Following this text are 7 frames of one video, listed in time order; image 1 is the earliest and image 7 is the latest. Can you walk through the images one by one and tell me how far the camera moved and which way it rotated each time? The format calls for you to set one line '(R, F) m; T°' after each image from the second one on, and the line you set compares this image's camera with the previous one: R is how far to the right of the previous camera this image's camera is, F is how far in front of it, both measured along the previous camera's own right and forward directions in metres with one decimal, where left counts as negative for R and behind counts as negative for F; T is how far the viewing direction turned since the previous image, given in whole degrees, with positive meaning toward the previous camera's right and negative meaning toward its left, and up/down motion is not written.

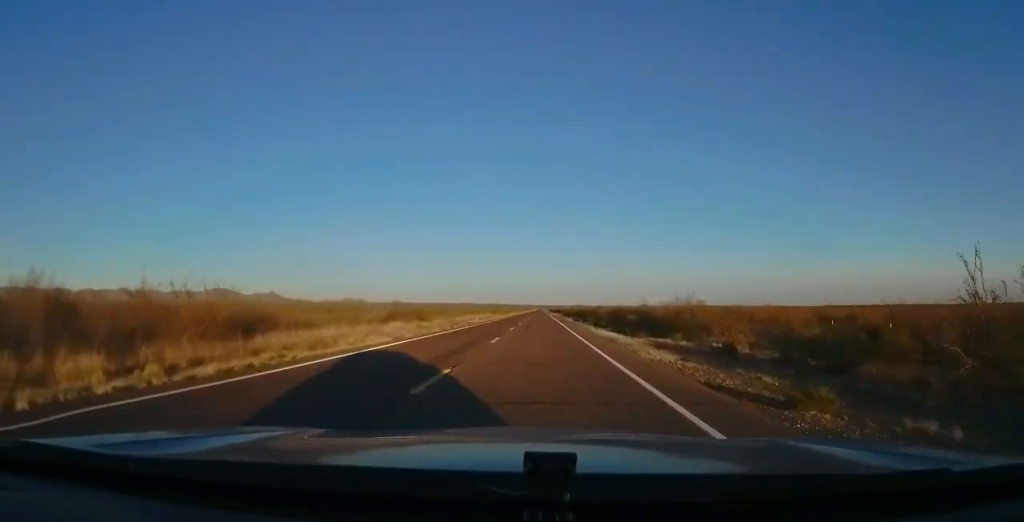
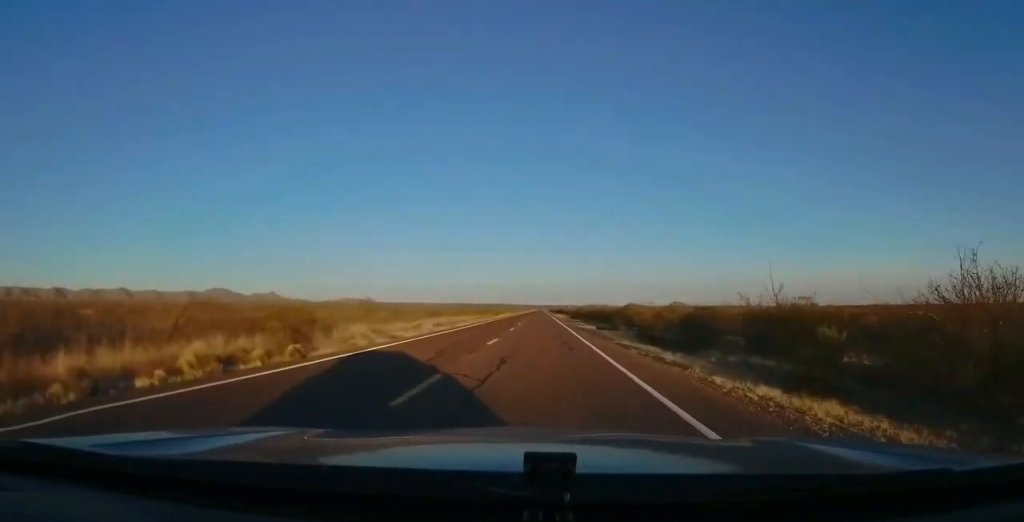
(+0.2, +25.6) m; 0°
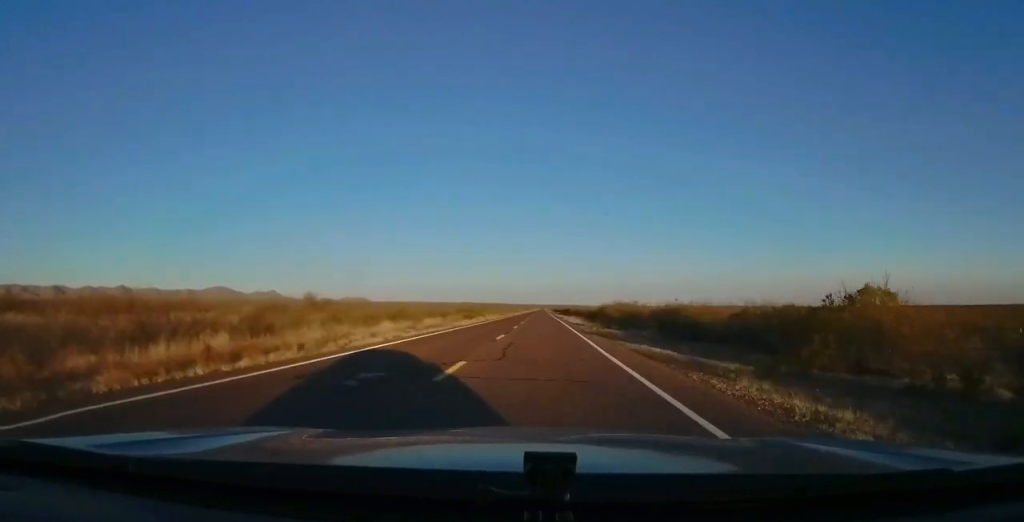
(-0.4, +34.6) m; -1°
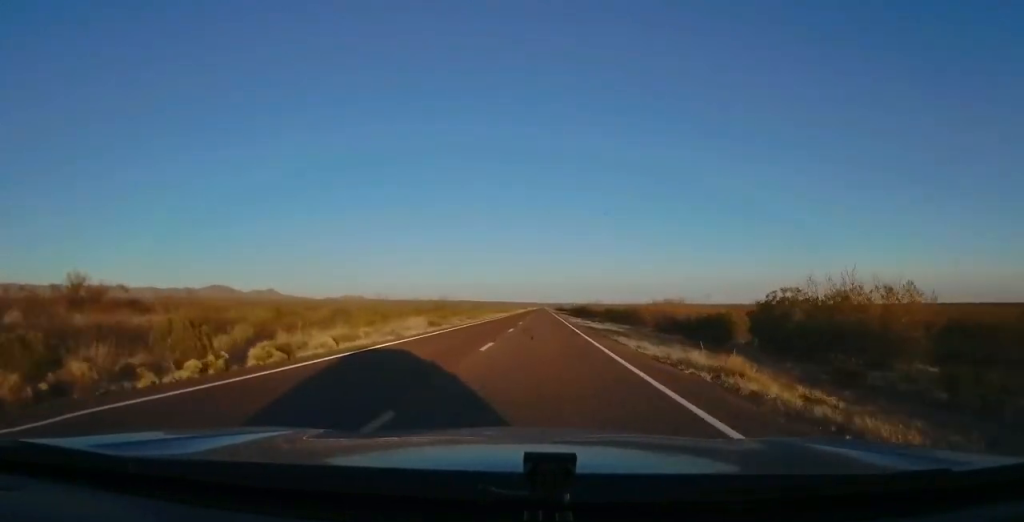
(+0.1, +55.1) m; 0°
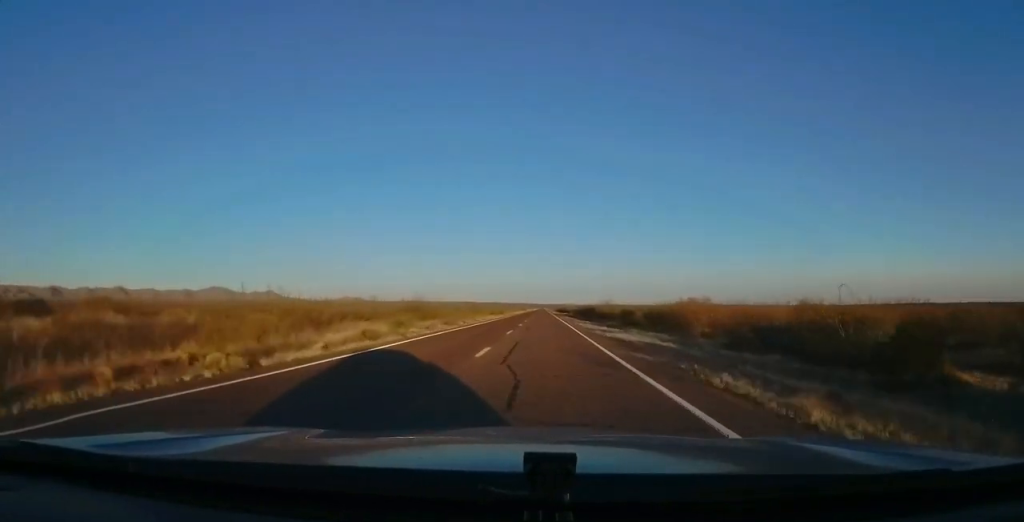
(-0.3, +13.6) m; 0°
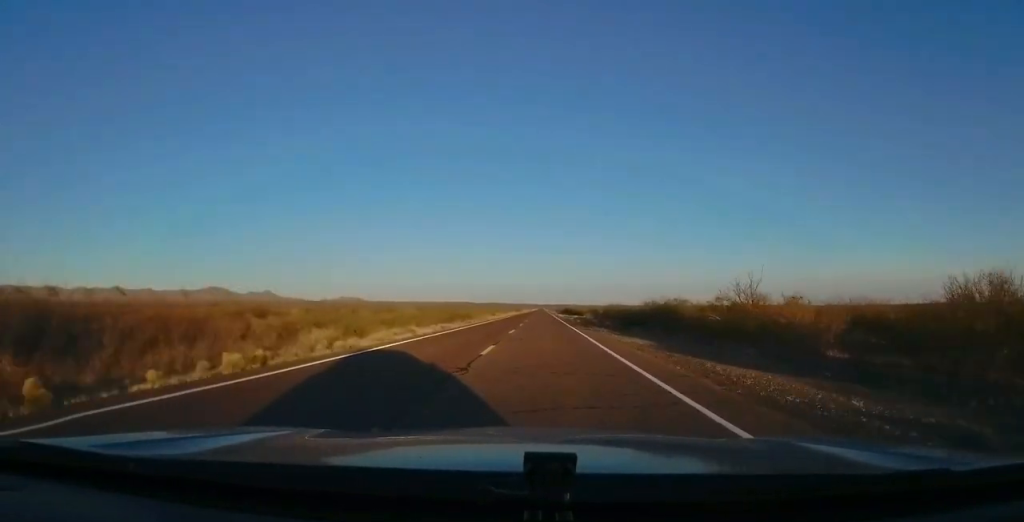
(+0.2, +48.6) m; 0°
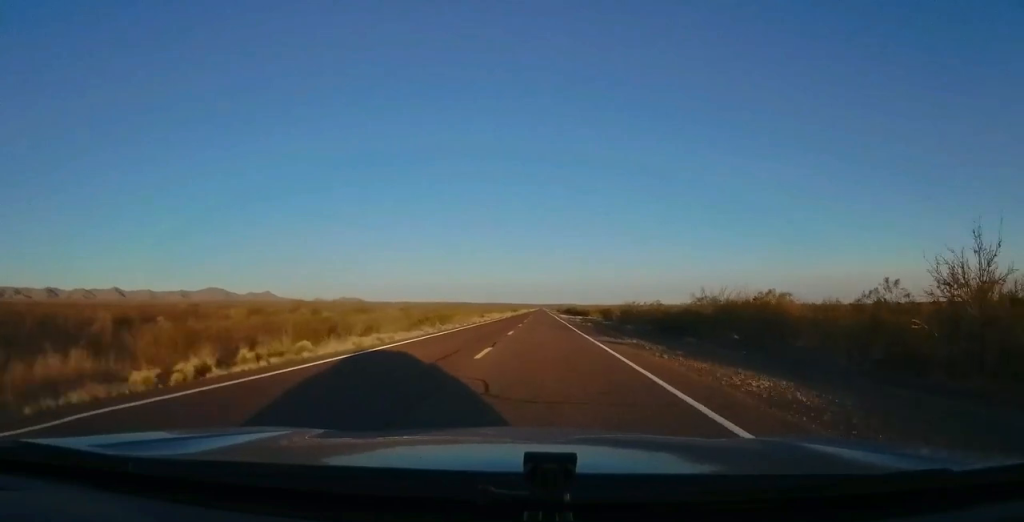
(-0.2, +13.6) m; 0°
